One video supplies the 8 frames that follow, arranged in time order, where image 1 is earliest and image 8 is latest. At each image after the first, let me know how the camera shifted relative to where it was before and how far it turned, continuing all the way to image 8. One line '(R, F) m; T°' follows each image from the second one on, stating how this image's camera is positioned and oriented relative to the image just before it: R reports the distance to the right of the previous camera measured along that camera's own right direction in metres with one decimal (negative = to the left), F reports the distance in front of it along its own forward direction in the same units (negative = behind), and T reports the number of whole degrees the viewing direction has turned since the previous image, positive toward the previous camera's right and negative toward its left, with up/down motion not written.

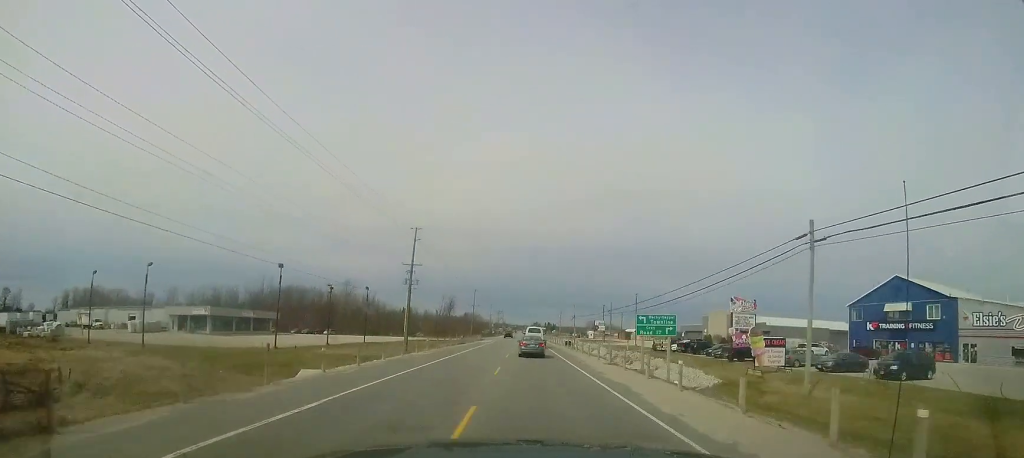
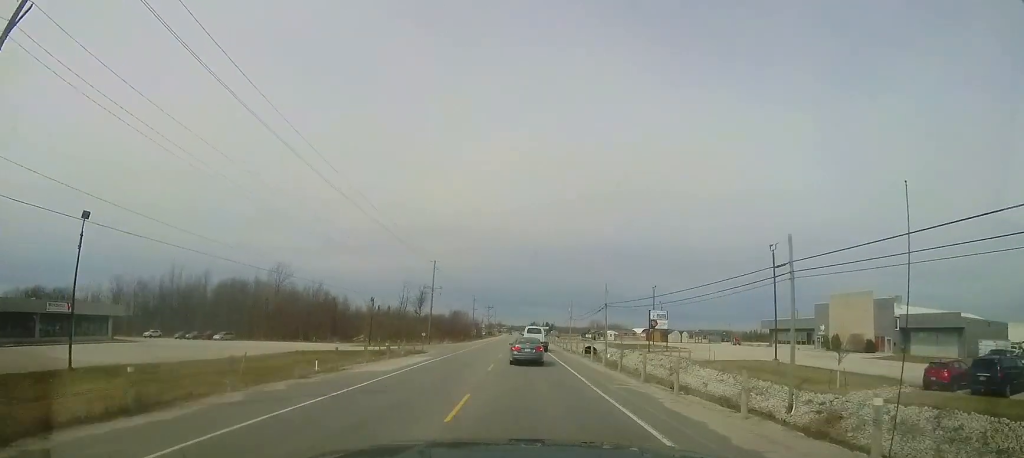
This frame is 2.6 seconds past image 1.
(+0.4, +44.1) m; +2°
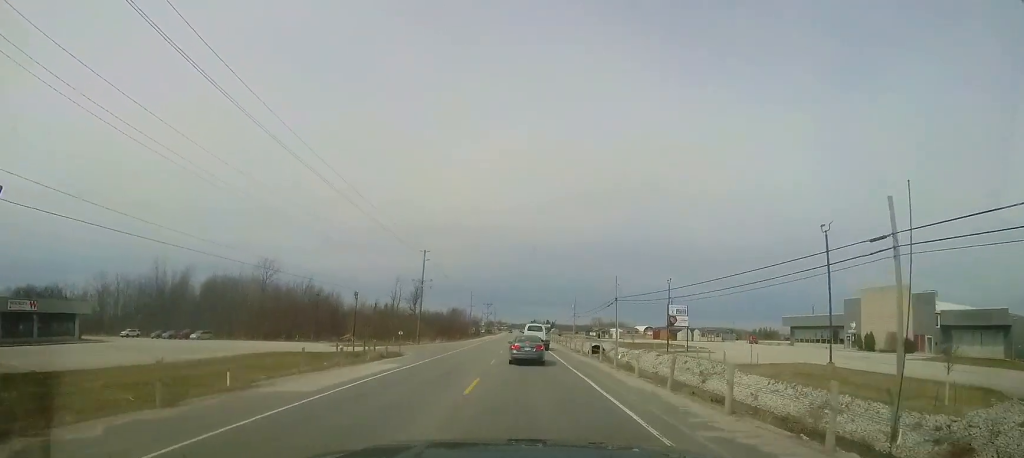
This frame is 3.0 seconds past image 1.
(-0.1, +6.6) m; 0°
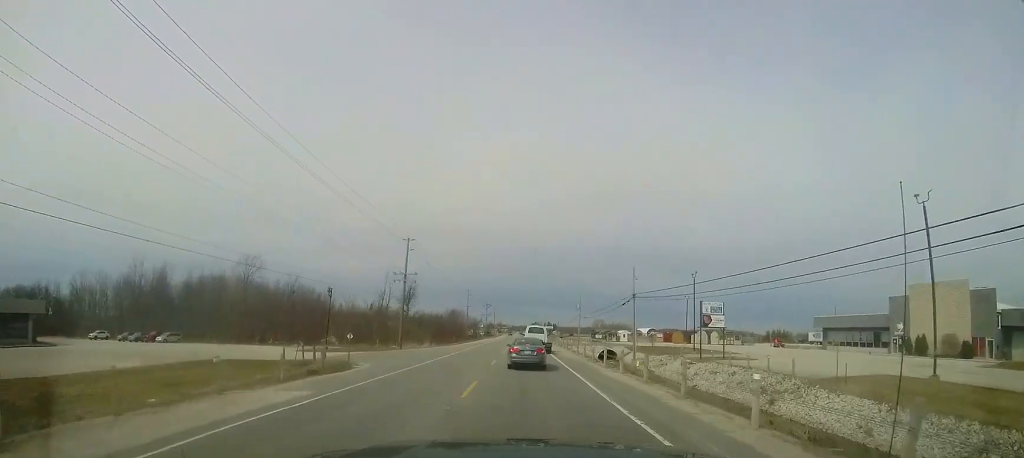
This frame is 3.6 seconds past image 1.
(+0.1, +8.4) m; +1°
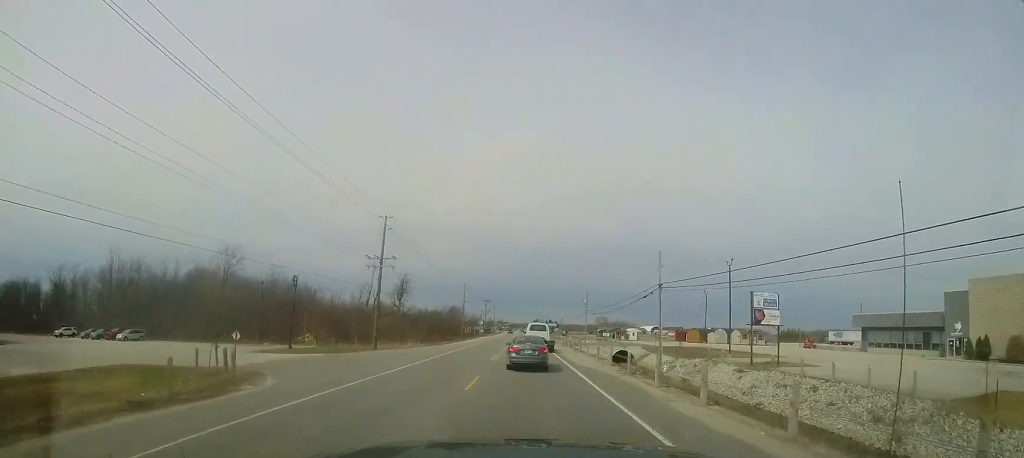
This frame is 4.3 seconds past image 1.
(+0.1, +8.8) m; 0°
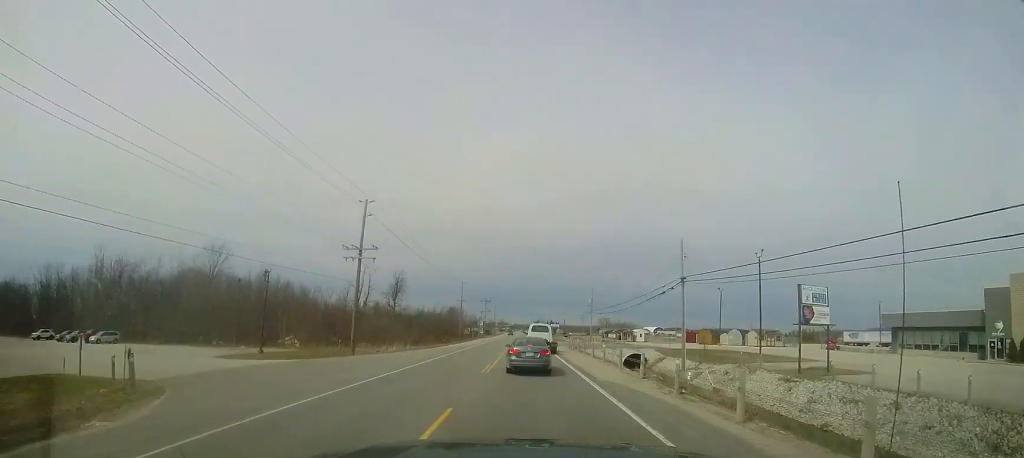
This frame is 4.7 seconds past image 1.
(0.0, +5.4) m; -1°
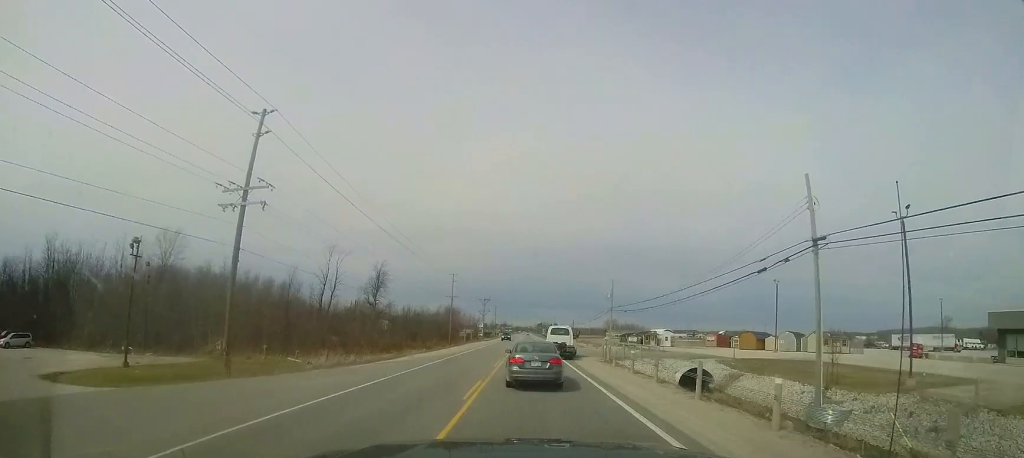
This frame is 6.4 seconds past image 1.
(-0.2, +16.2) m; -1°
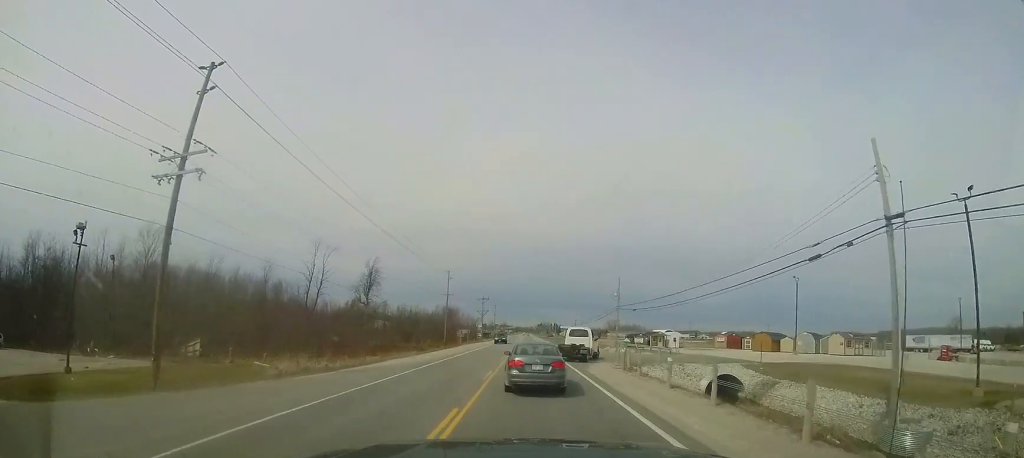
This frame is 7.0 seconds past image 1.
(+0.2, +4.4) m; -1°
